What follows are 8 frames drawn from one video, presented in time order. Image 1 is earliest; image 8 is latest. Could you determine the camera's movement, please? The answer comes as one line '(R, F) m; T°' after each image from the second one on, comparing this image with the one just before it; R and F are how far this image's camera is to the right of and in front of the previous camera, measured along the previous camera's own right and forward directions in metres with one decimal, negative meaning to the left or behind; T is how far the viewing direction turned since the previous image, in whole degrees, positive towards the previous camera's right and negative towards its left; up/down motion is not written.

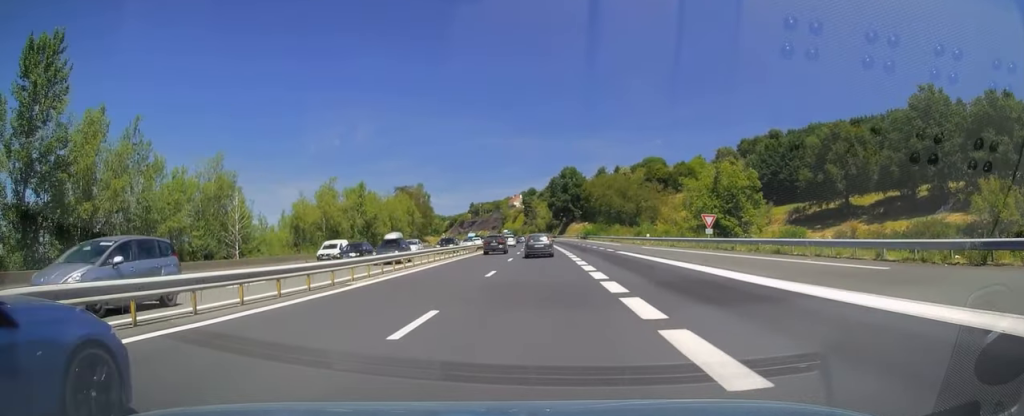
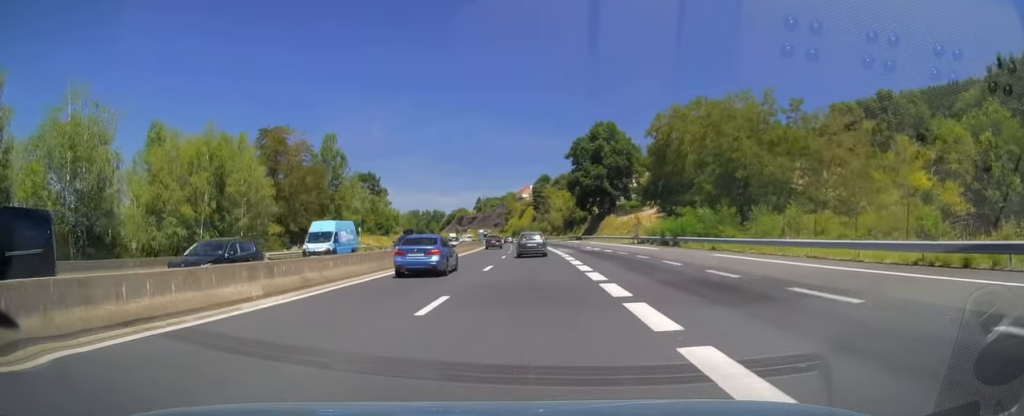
(-0.4, +75.4) m; -1°
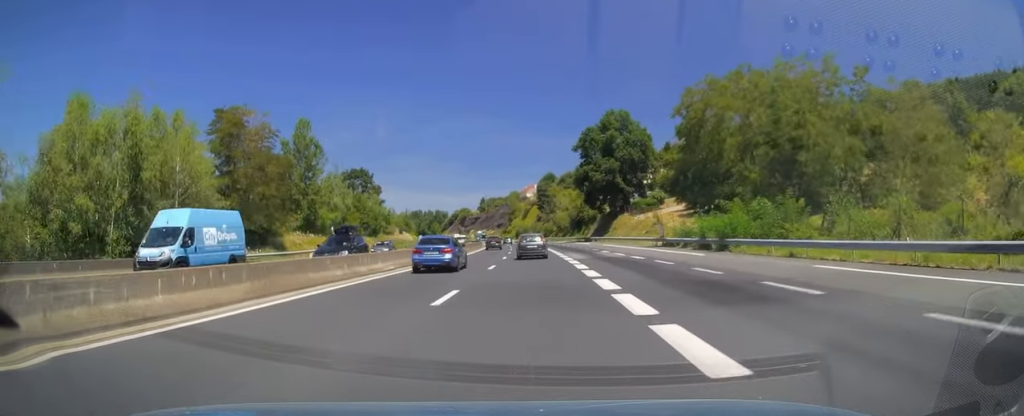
(-0.1, +11.4) m; 0°
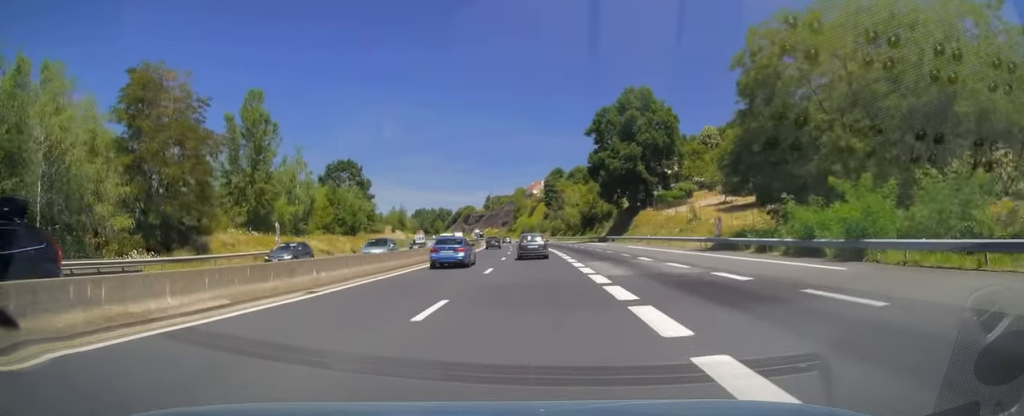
(0.0, +15.2) m; -1°
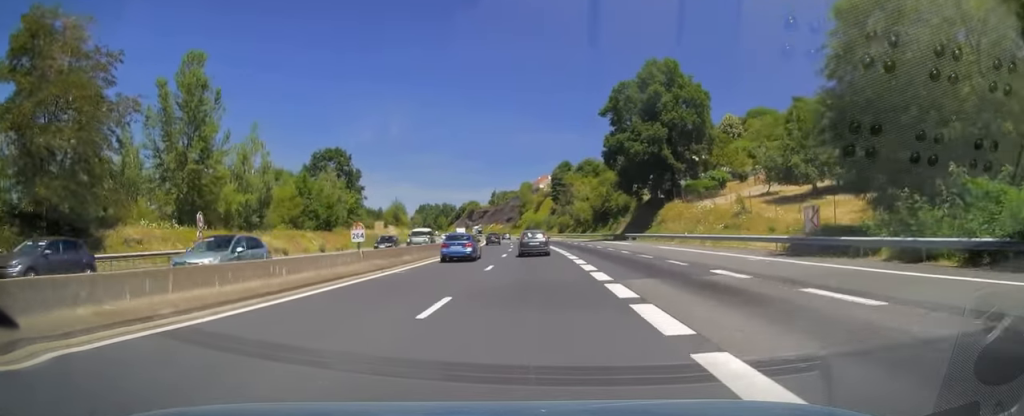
(-0.1, +12.9) m; -1°
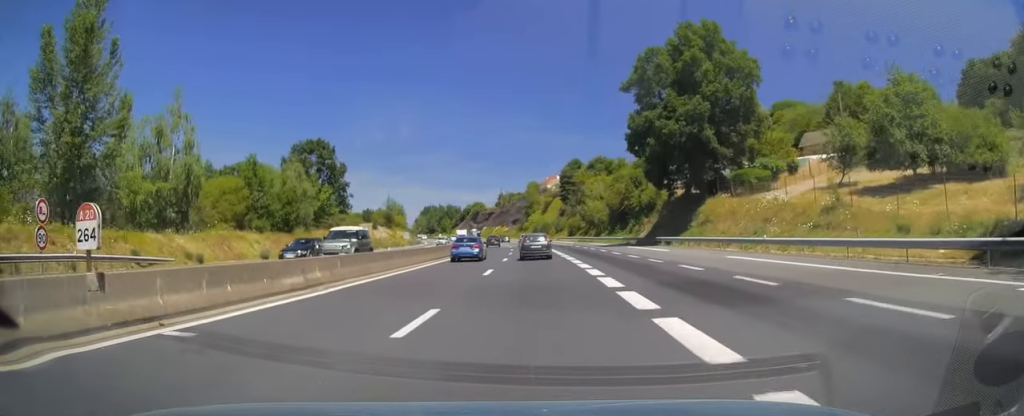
(0.0, +14.8) m; -1°
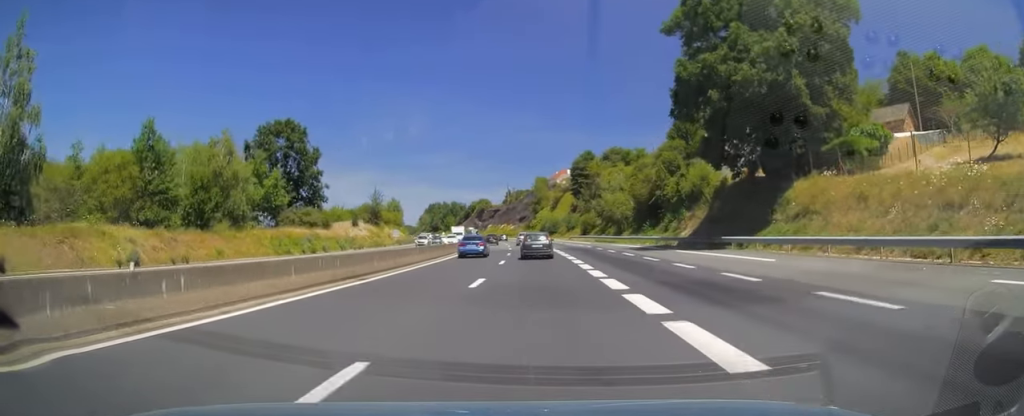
(-0.3, +18.2) m; -1°
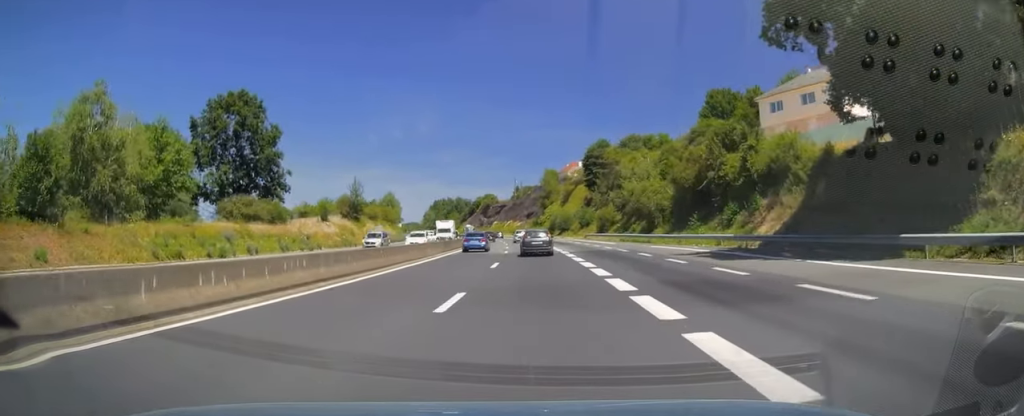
(-0.1, +18.6) m; -1°
